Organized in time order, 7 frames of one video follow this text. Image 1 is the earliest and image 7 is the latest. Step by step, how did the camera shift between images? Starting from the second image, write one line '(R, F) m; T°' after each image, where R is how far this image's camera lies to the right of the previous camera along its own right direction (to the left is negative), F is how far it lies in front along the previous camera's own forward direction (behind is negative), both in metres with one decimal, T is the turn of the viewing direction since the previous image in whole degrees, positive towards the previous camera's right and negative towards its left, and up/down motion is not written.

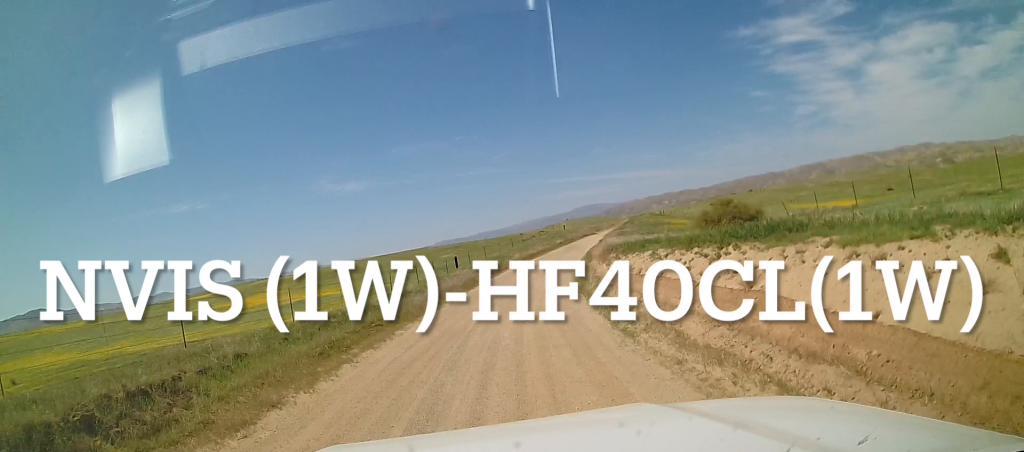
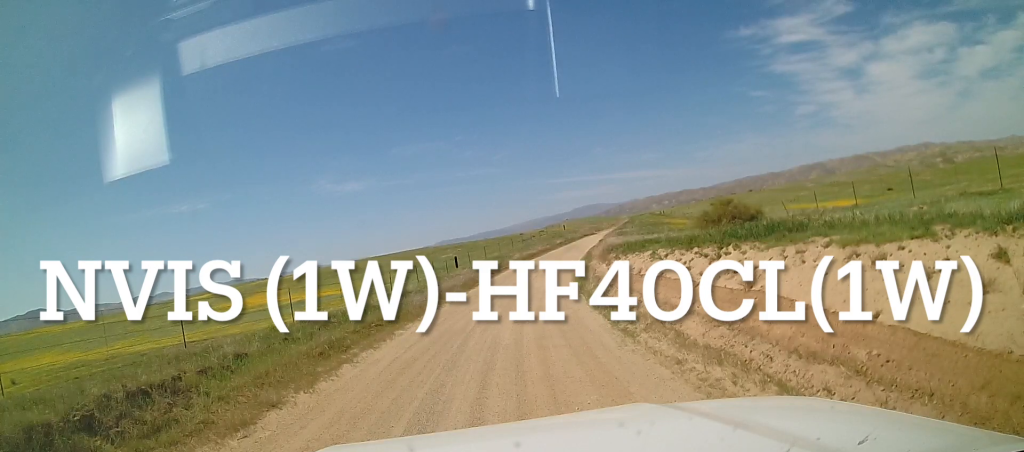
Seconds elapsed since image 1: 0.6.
(-0.2, +0.3) m; 0°
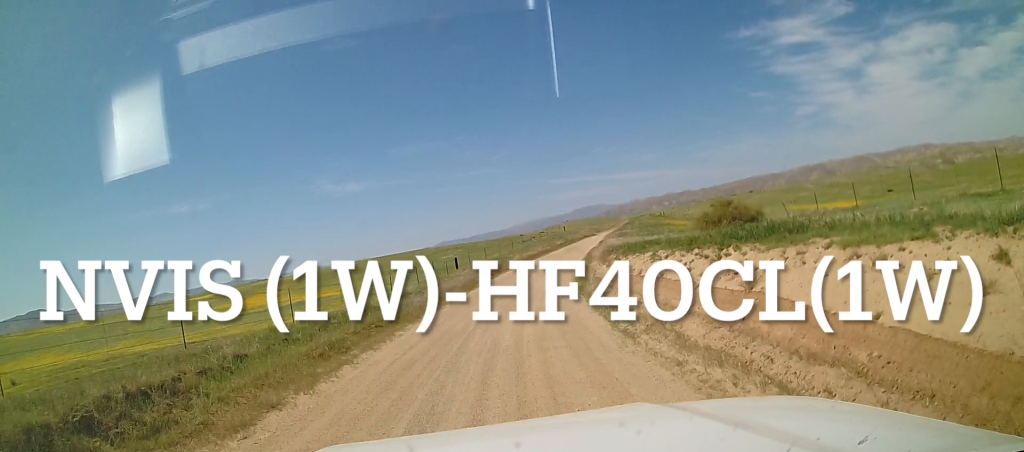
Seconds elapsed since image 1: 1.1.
(-0.2, +0.3) m; 0°
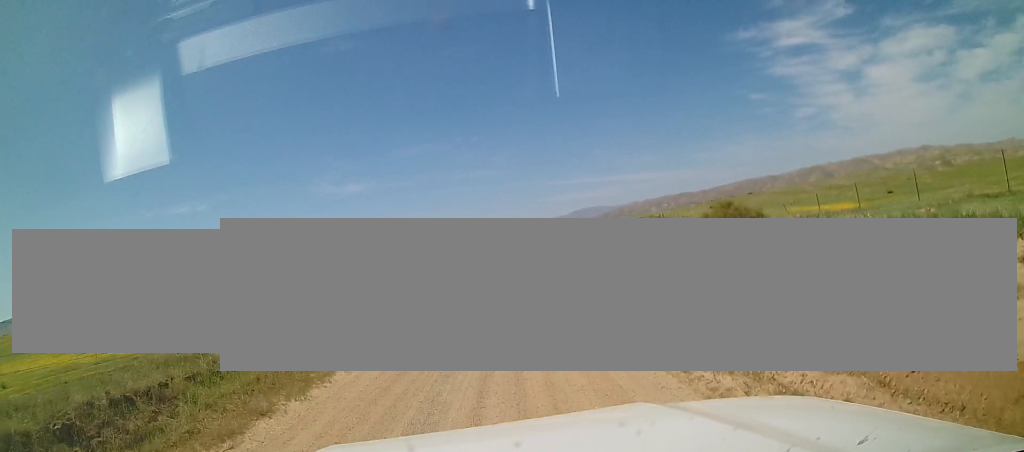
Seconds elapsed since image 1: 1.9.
(-0.2, +0.4) m; 0°
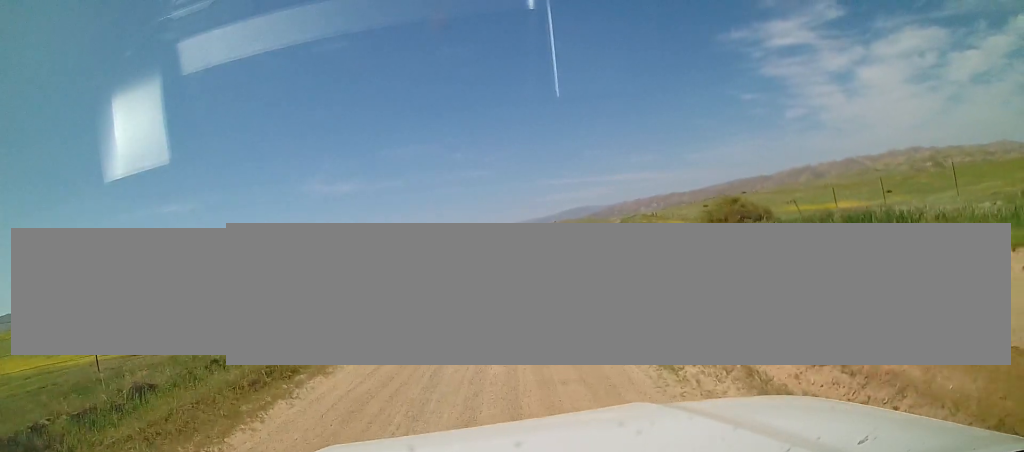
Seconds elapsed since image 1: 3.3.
(+0.1, +0.9) m; +3°
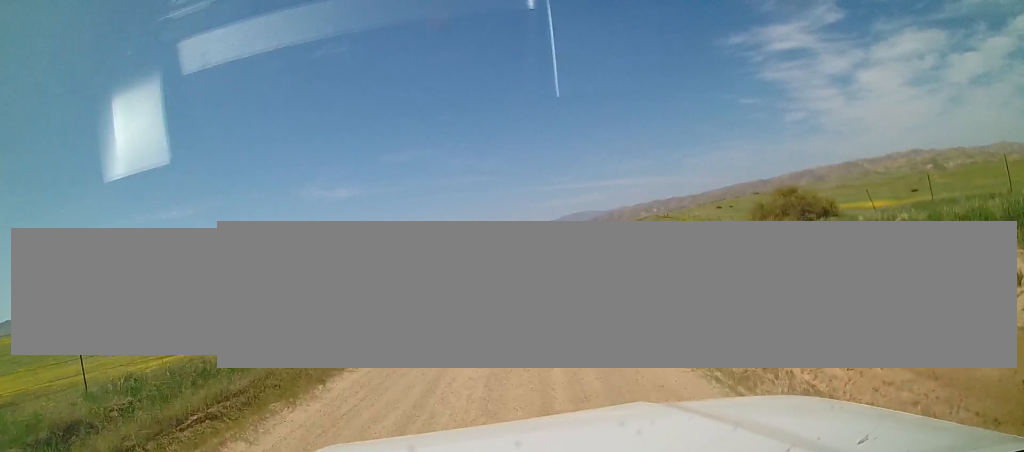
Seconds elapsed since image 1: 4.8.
(-0.2, +3.3) m; -12°
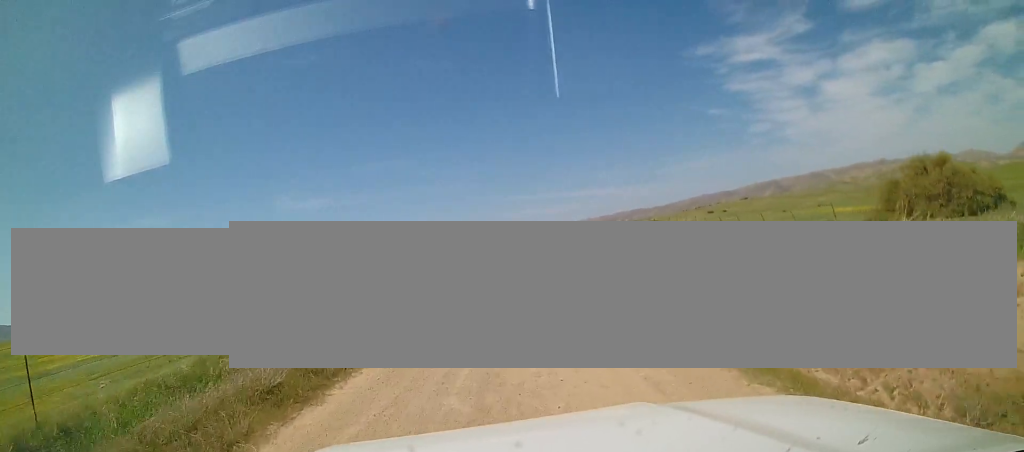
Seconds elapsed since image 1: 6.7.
(+0.4, +9.5) m; +5°
